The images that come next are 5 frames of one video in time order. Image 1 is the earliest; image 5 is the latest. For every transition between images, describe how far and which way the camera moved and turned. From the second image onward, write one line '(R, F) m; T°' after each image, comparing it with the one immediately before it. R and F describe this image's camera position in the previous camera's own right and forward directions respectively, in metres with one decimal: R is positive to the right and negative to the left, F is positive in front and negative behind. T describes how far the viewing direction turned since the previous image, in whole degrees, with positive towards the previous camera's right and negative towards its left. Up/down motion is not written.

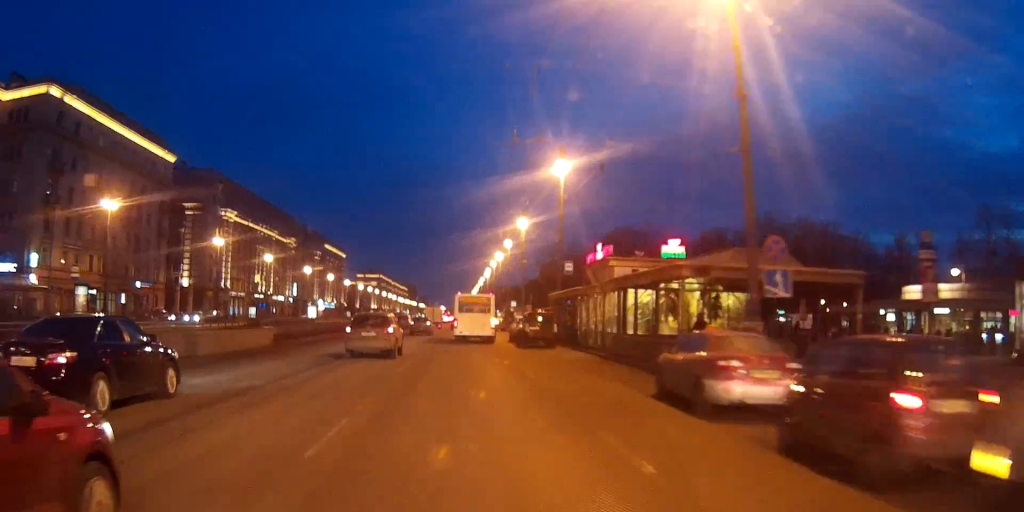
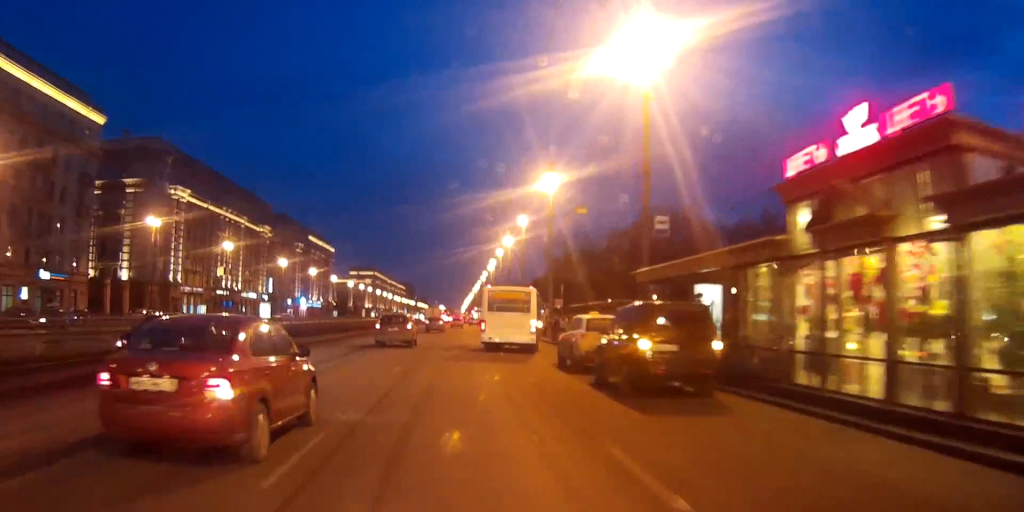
(-0.1, +25.9) m; -1°
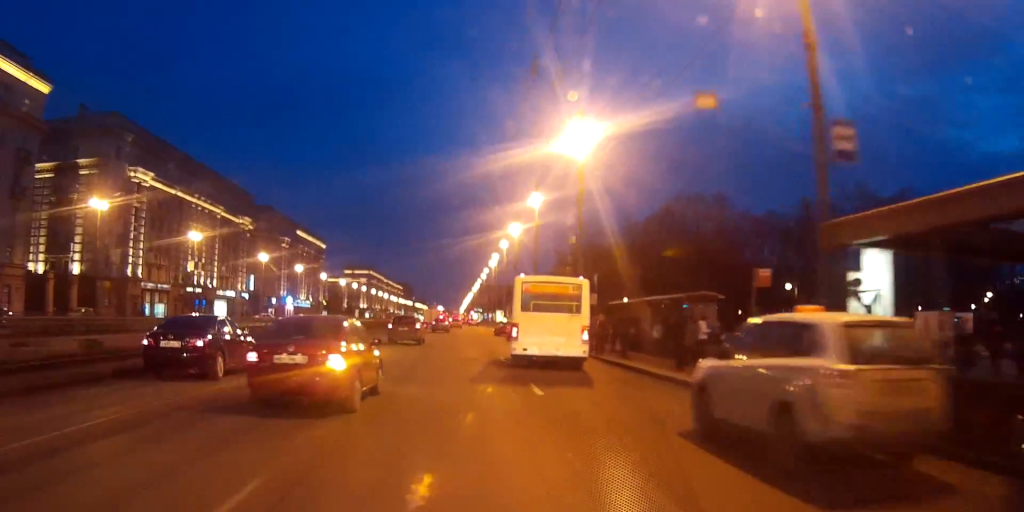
(-0.1, +15.0) m; -1°
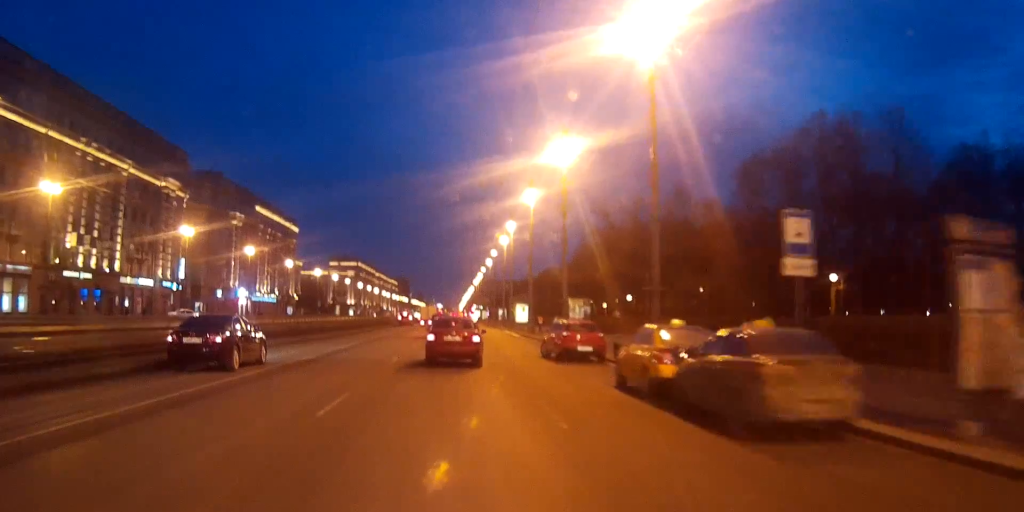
(-0.3, +40.7) m; 0°
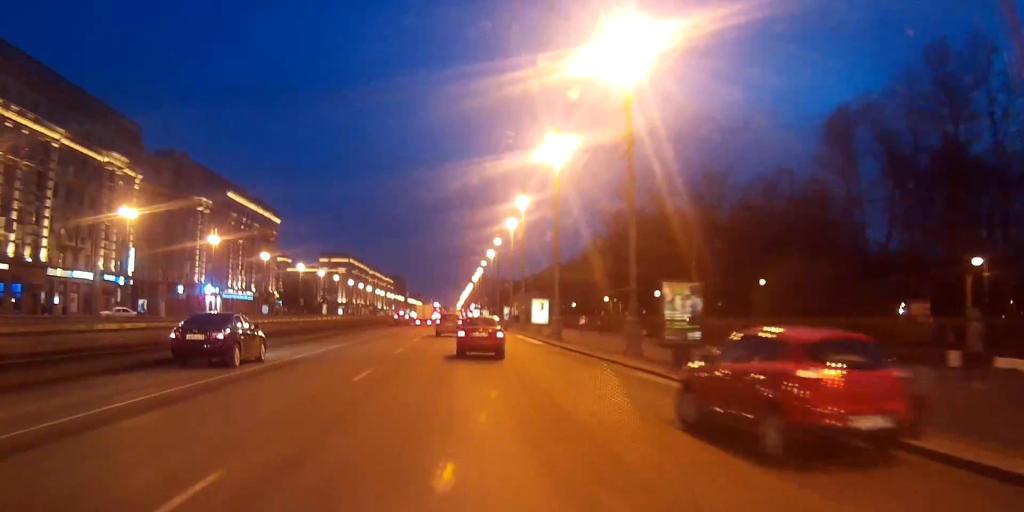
(+0.1, +18.9) m; 0°
